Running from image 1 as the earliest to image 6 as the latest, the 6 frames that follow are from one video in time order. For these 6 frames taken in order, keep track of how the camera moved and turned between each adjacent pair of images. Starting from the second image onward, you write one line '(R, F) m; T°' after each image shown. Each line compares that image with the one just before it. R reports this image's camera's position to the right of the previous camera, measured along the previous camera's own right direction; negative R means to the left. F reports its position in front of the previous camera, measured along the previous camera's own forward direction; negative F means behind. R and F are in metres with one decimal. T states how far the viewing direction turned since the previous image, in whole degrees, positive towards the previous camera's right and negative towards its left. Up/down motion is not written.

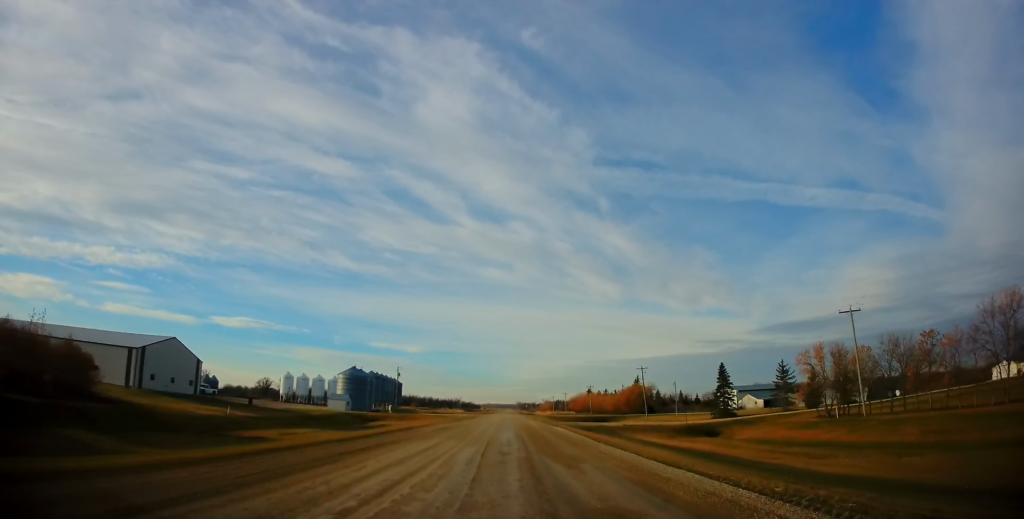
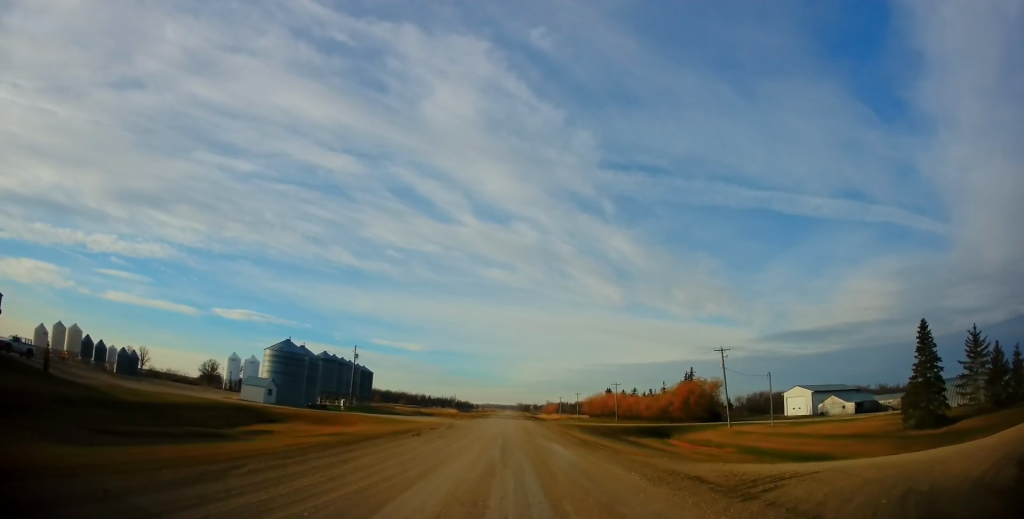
(+0.6, +46.6) m; +2°
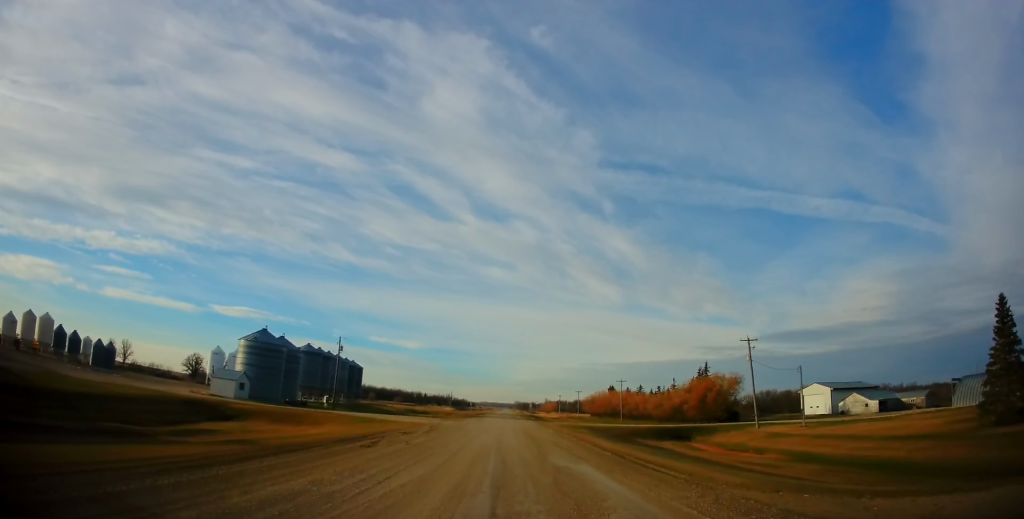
(+0.1, +9.3) m; 0°
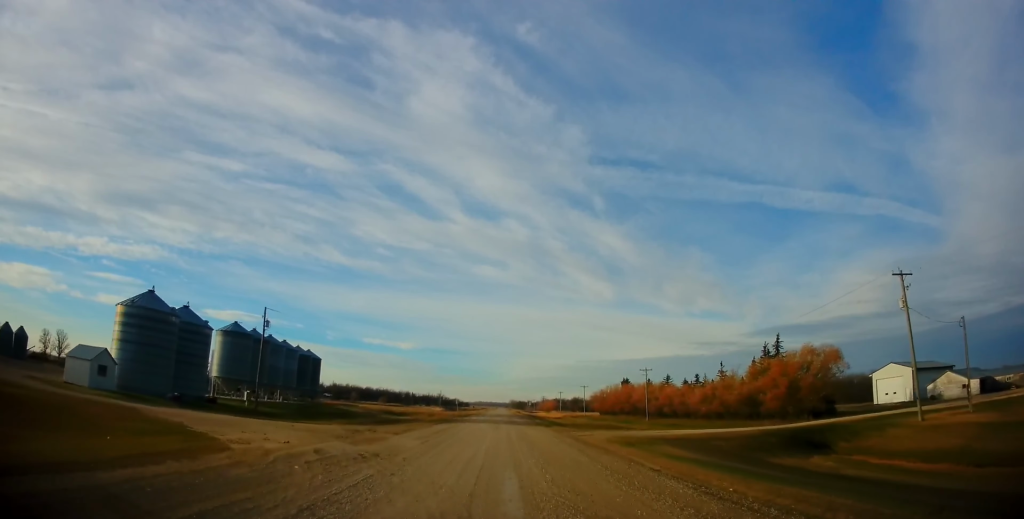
(-0.7, +31.3) m; -2°
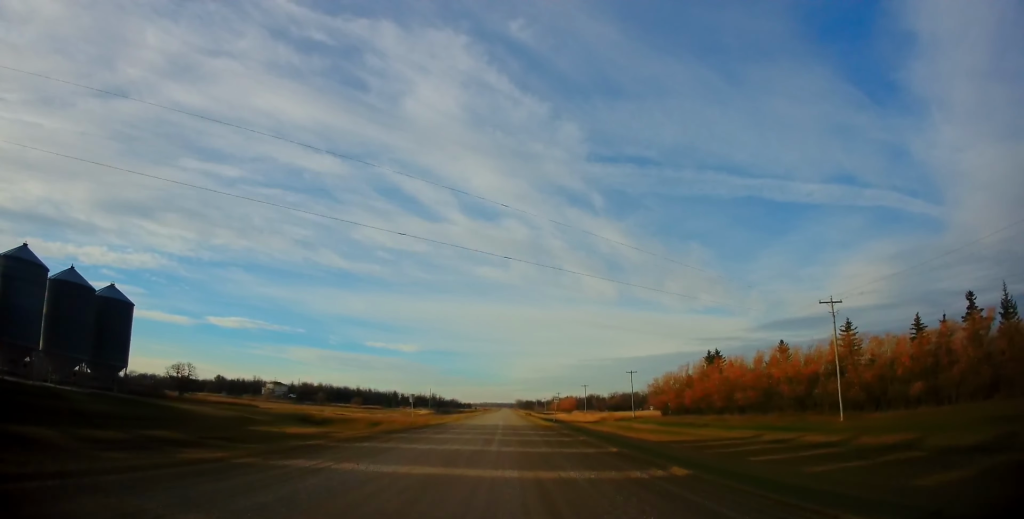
(-0.1, +69.4) m; 0°
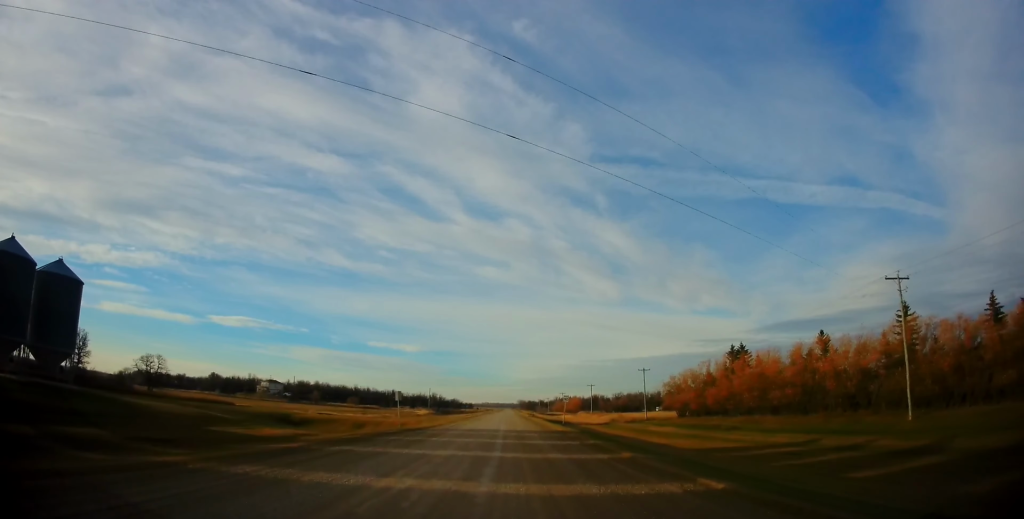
(0.0, +9.3) m; 0°
